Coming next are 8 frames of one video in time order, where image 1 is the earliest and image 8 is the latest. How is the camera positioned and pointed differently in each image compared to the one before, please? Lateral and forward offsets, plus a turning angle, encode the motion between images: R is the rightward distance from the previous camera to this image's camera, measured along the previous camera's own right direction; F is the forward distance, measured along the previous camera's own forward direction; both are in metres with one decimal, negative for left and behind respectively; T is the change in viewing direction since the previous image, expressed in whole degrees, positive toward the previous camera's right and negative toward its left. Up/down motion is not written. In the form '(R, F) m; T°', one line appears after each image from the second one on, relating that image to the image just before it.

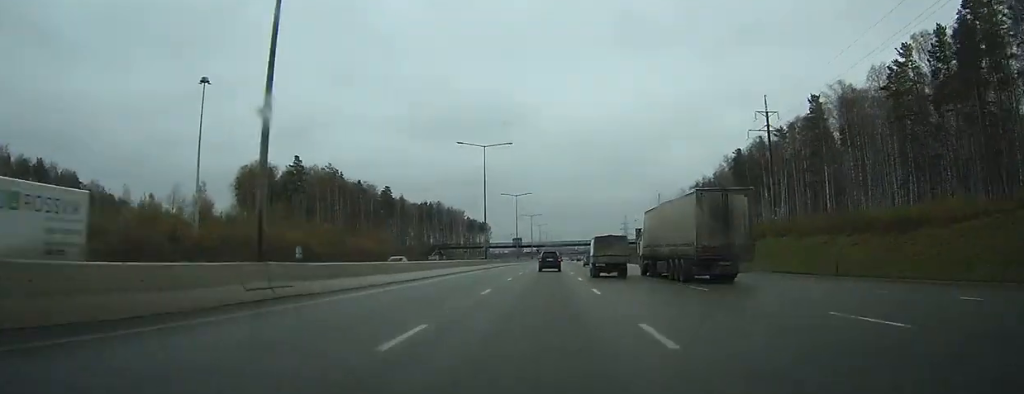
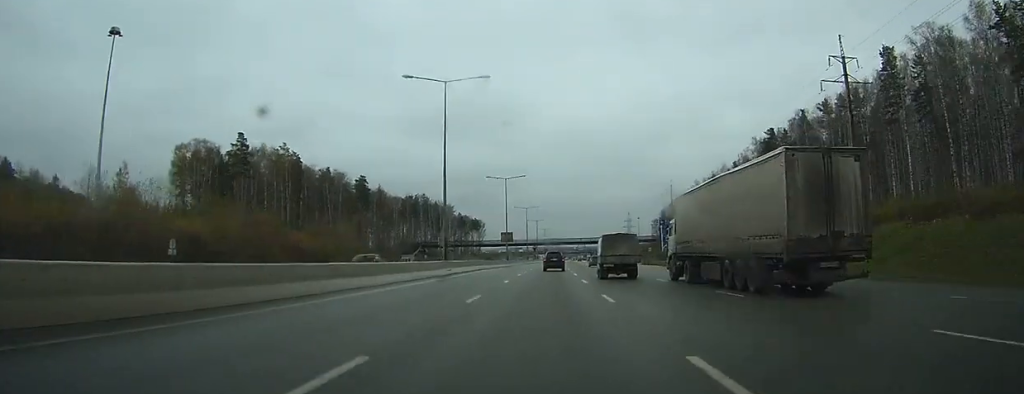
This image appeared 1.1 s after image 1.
(0.0, +27.3) m; 0°
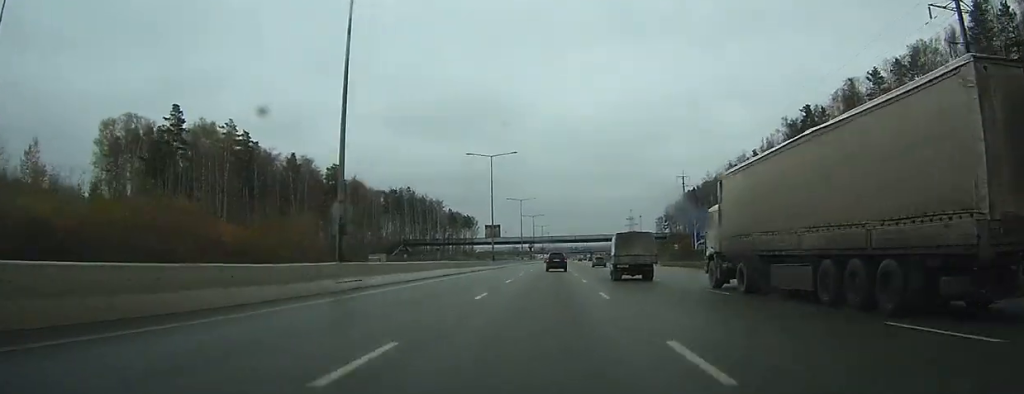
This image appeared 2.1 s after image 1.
(0.0, +22.1) m; 0°
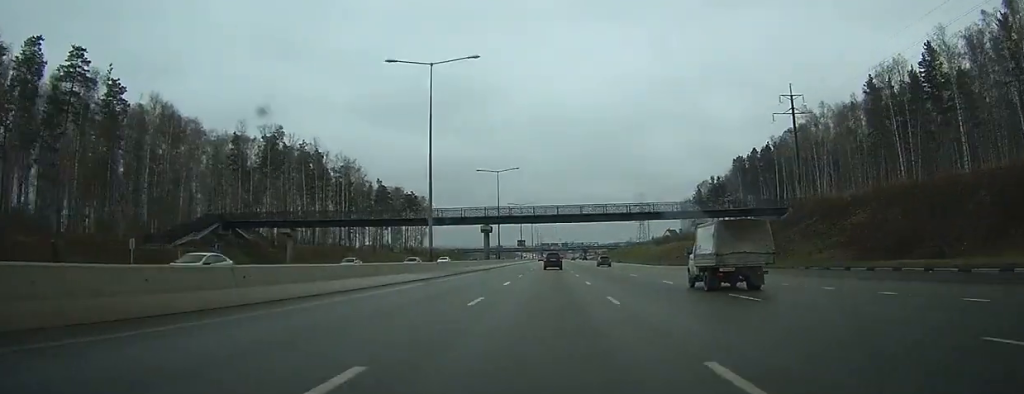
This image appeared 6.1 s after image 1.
(+0.3, +92.5) m; 0°
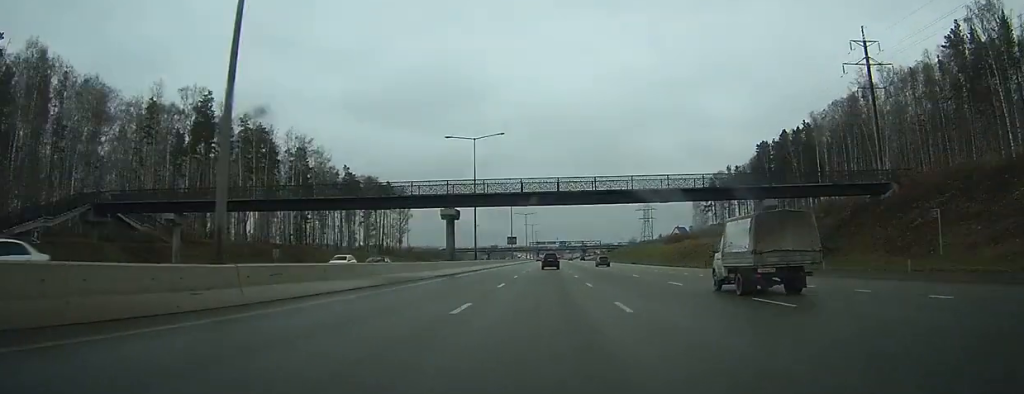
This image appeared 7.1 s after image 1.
(0.0, +24.2) m; 0°
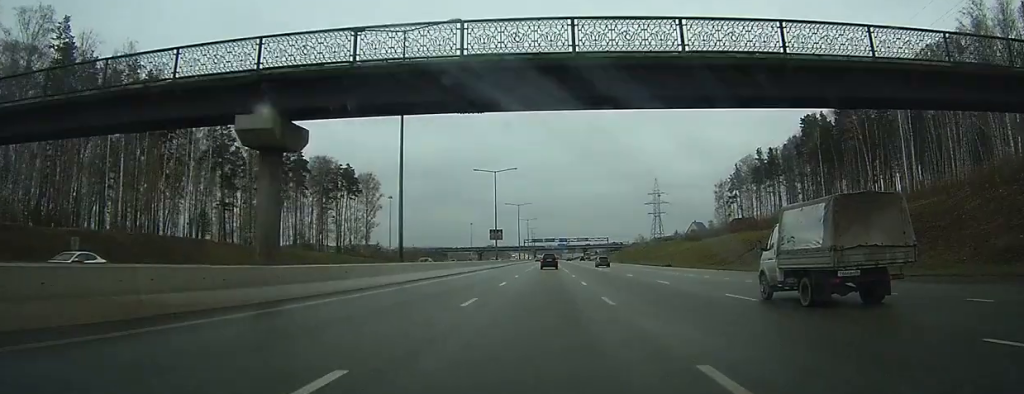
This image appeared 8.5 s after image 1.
(+0.1, +31.7) m; +1°
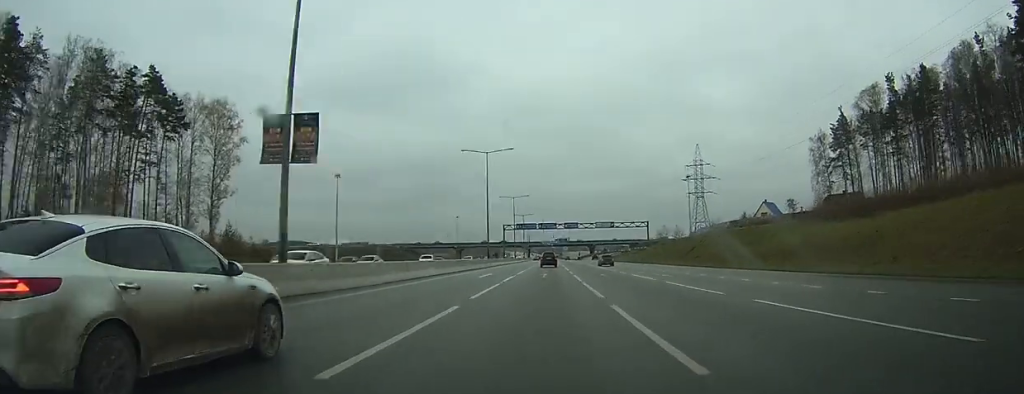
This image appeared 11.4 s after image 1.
(+0.9, +76.4) m; +1°
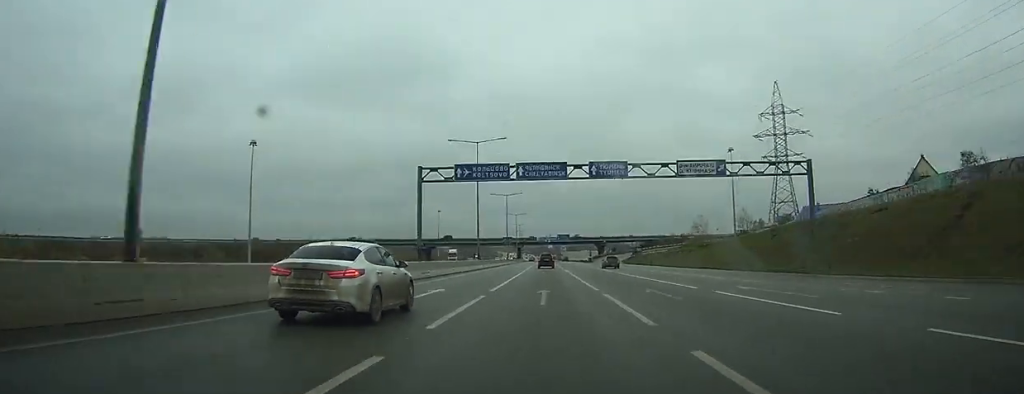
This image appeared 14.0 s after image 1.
(+0.6, +73.1) m; +1°
